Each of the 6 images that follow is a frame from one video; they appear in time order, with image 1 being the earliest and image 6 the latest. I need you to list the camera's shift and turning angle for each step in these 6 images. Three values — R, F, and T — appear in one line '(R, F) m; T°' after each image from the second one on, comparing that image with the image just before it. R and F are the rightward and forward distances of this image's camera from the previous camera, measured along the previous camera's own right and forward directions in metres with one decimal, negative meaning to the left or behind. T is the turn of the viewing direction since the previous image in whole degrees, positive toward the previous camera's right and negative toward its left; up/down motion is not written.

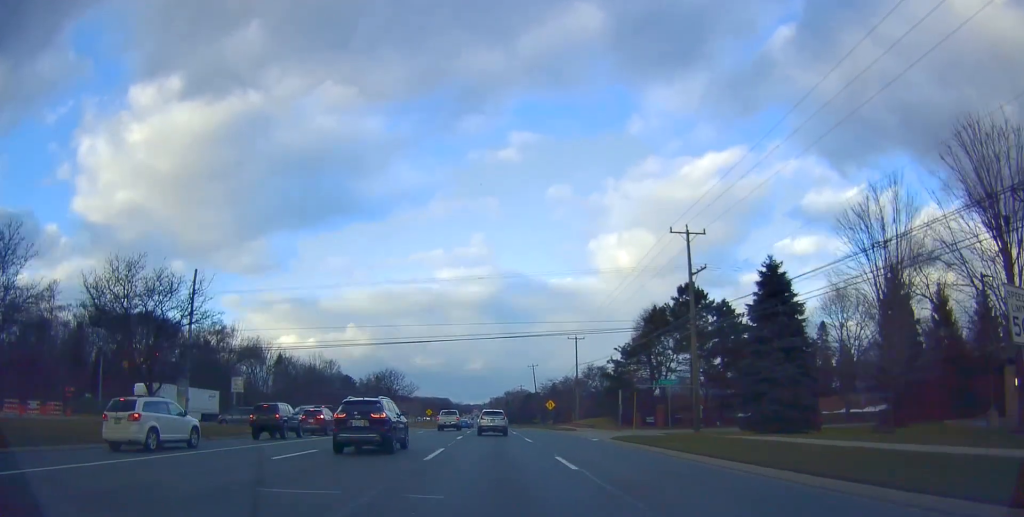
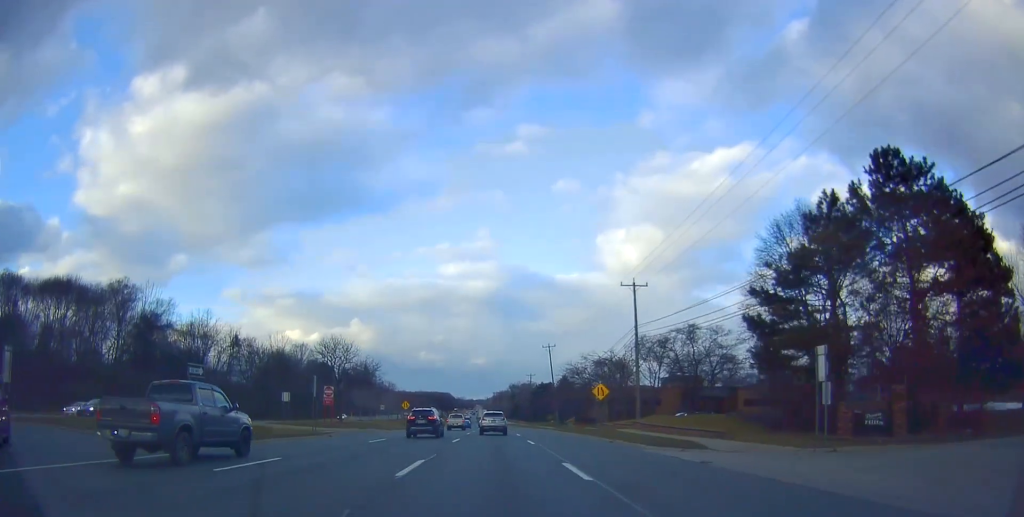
(+0.6, +33.0) m; +2°
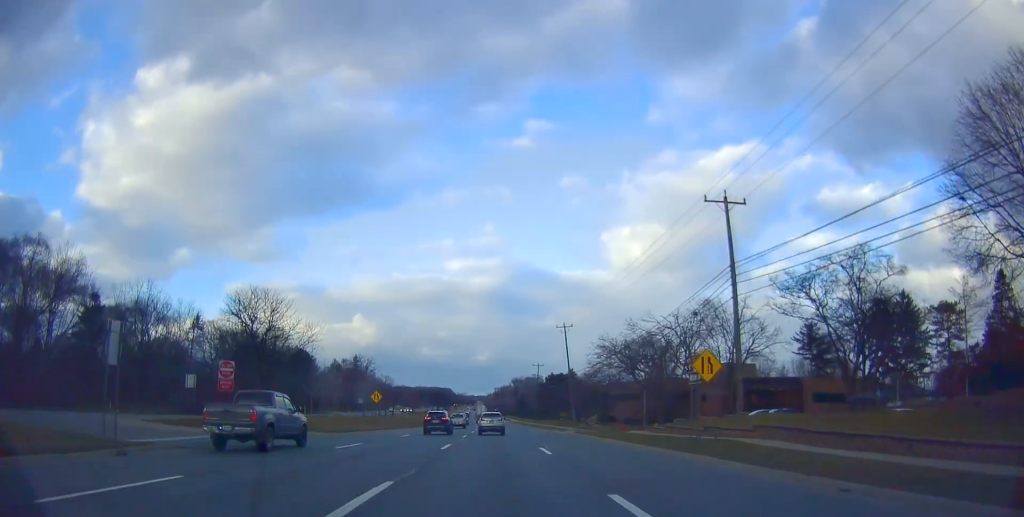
(-0.2, +20.9) m; -1°
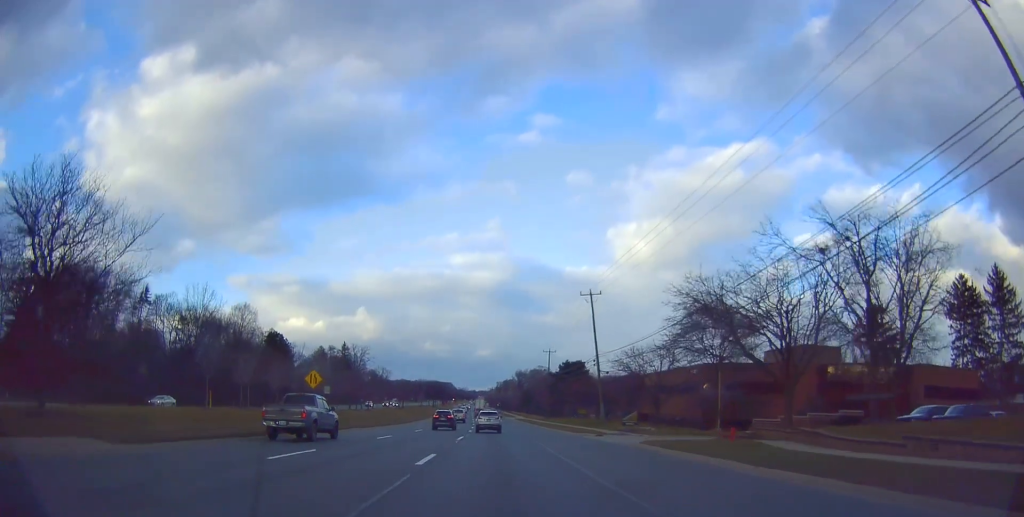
(0.0, +22.0) m; -1°
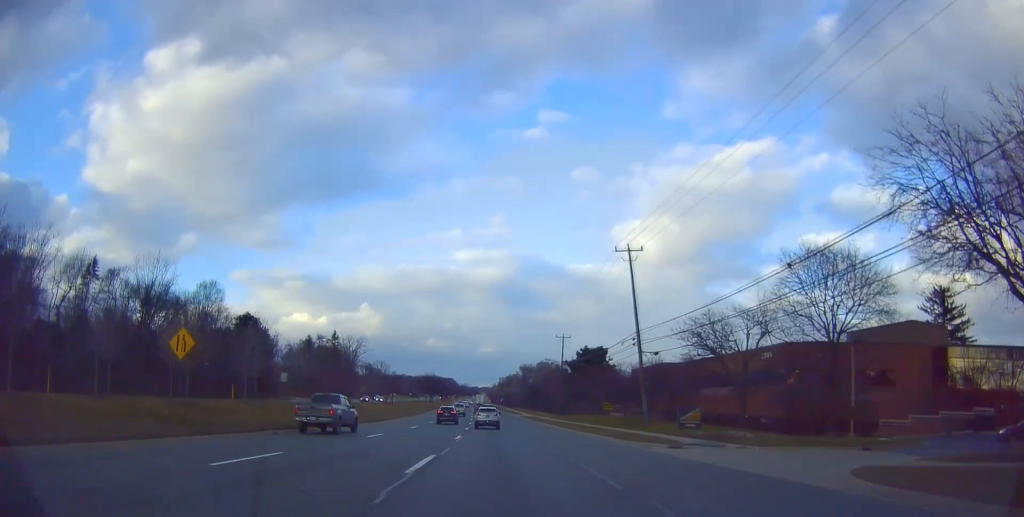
(-0.2, +17.2) m; 0°
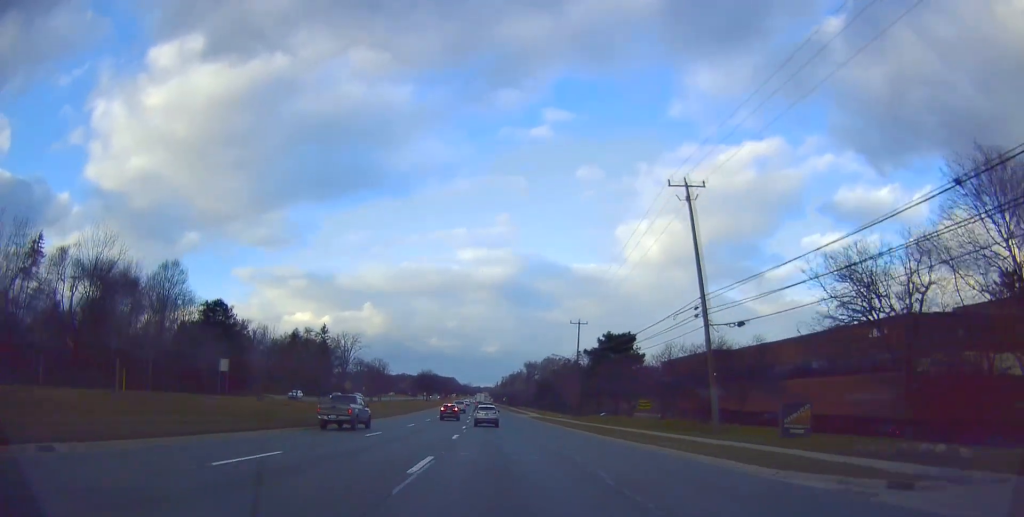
(-0.3, +15.4) m; 0°
